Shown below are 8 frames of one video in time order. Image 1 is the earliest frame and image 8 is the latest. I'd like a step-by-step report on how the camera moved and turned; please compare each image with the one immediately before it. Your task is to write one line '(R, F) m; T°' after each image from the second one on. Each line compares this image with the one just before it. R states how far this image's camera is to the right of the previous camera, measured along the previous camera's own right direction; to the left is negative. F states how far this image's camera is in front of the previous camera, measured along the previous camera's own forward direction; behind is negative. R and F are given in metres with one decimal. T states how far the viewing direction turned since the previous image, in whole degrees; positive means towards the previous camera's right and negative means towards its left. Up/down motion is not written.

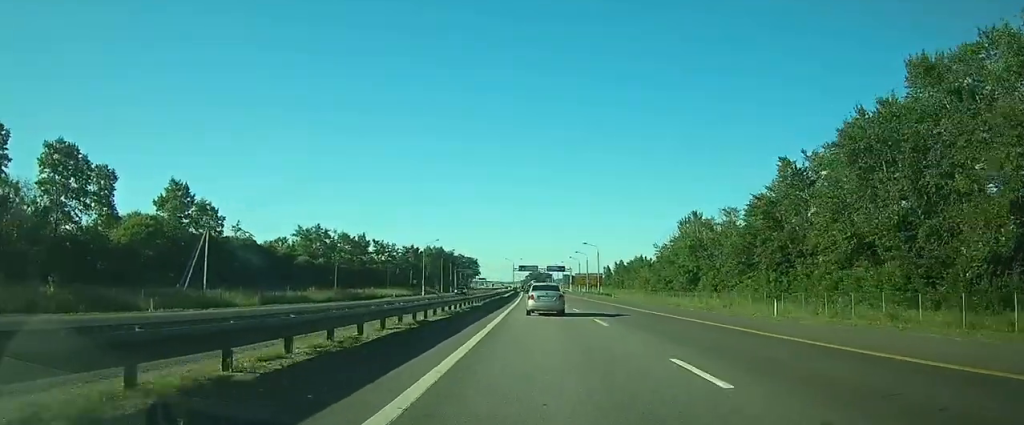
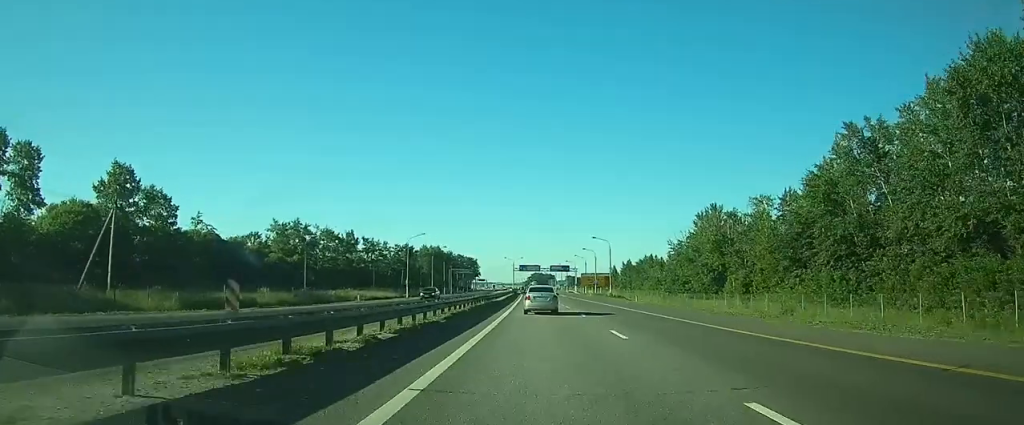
(0.0, +16.2) m; 0°
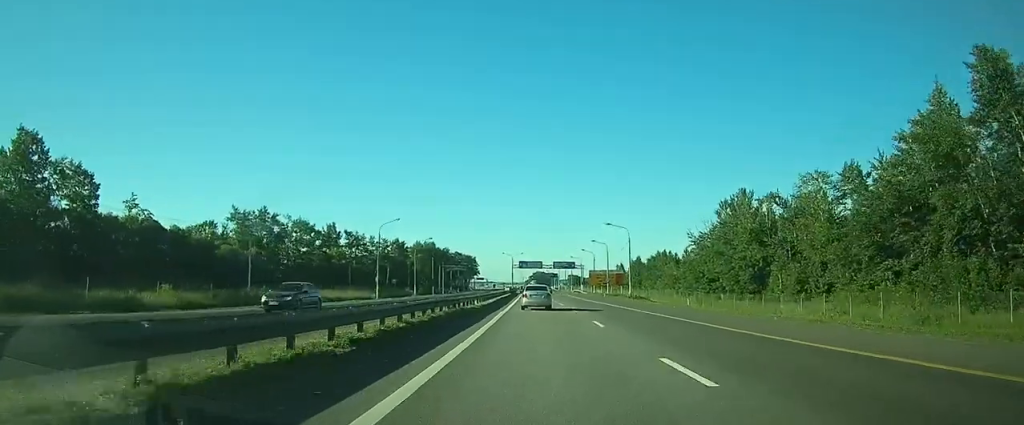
(0.0, +20.0) m; 0°
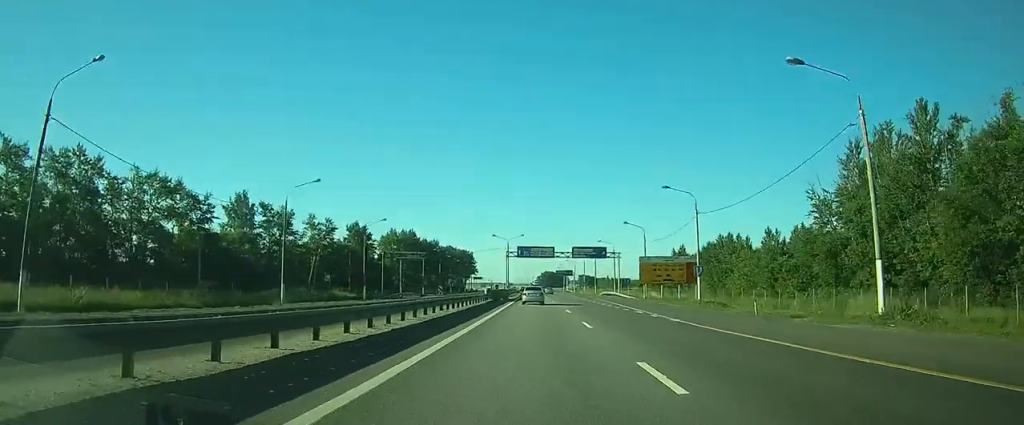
(-0.1, +60.9) m; -1°
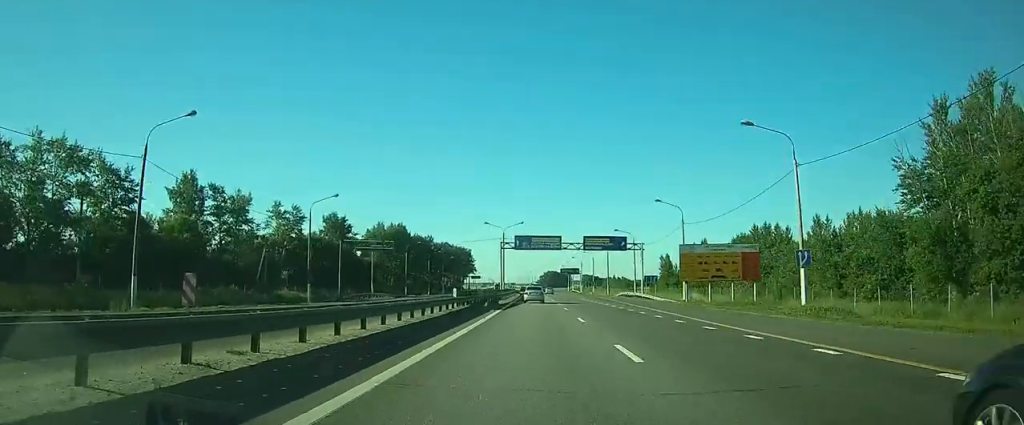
(-0.2, +21.0) m; -1°
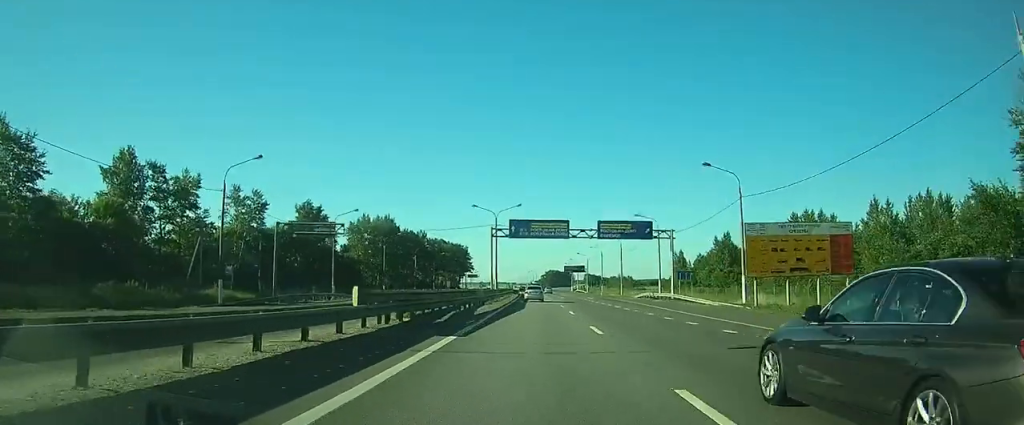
(-0.1, +18.1) m; 0°
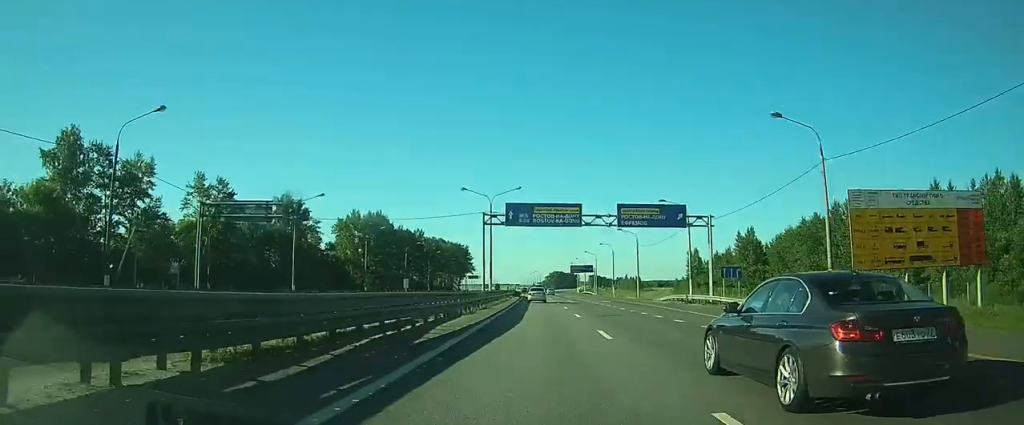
(0.0, +13.4) m; 0°
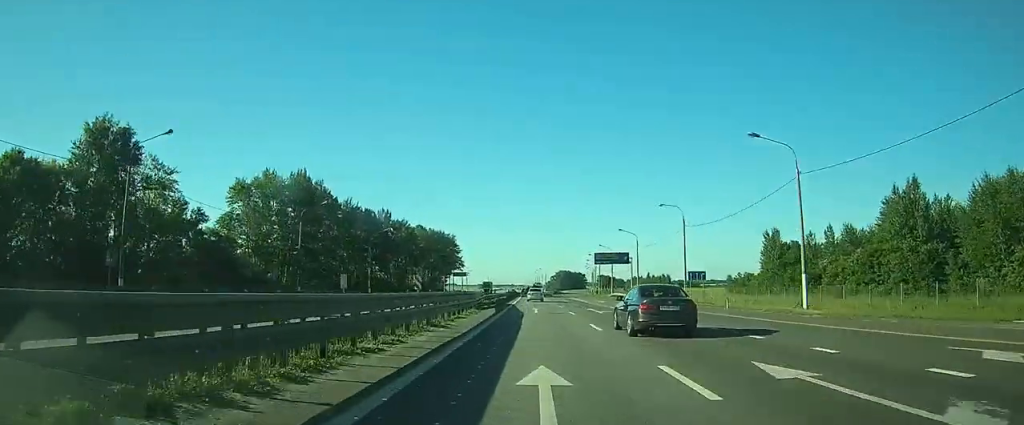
(-0.1, +56.3) m; 0°
